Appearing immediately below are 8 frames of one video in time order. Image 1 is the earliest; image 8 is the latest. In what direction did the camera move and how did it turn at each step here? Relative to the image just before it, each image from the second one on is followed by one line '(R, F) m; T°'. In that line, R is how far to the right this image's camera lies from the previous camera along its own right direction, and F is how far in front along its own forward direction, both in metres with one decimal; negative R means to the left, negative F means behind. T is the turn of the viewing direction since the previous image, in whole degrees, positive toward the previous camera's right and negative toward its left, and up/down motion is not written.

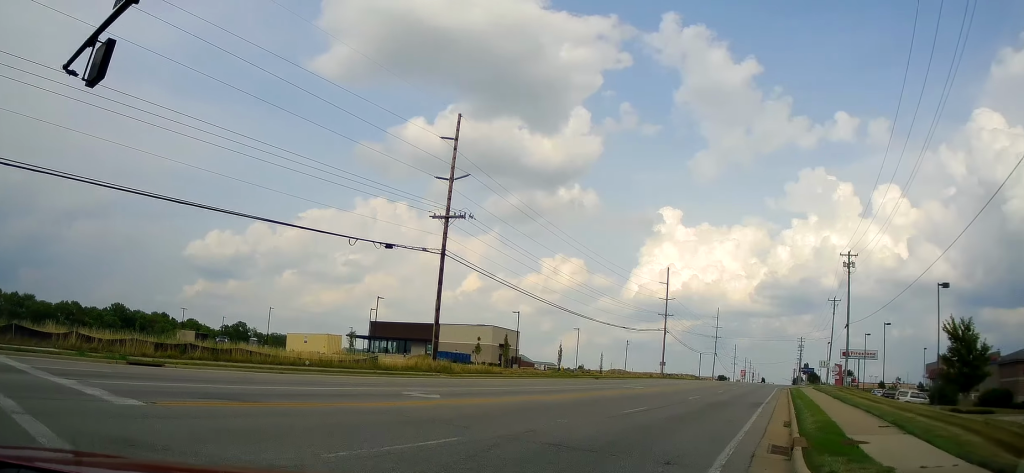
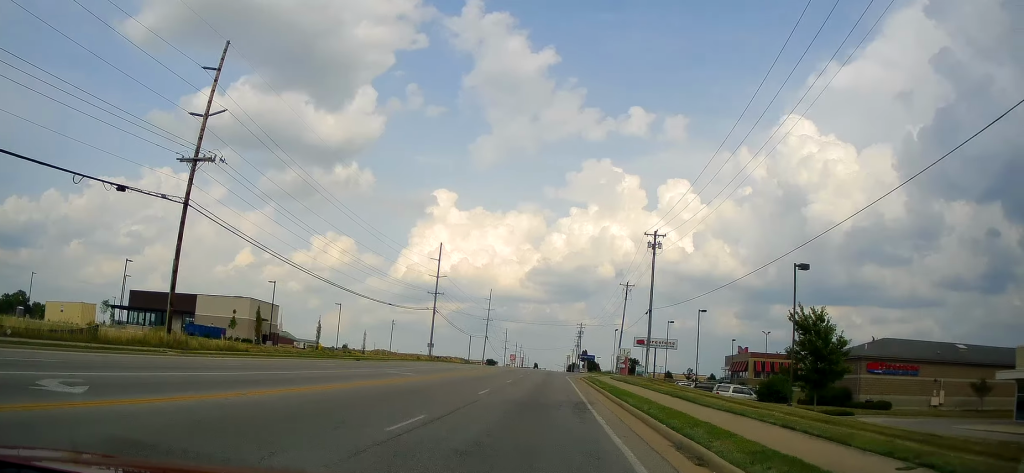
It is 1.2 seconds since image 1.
(+1.6, +6.6) m; +31°
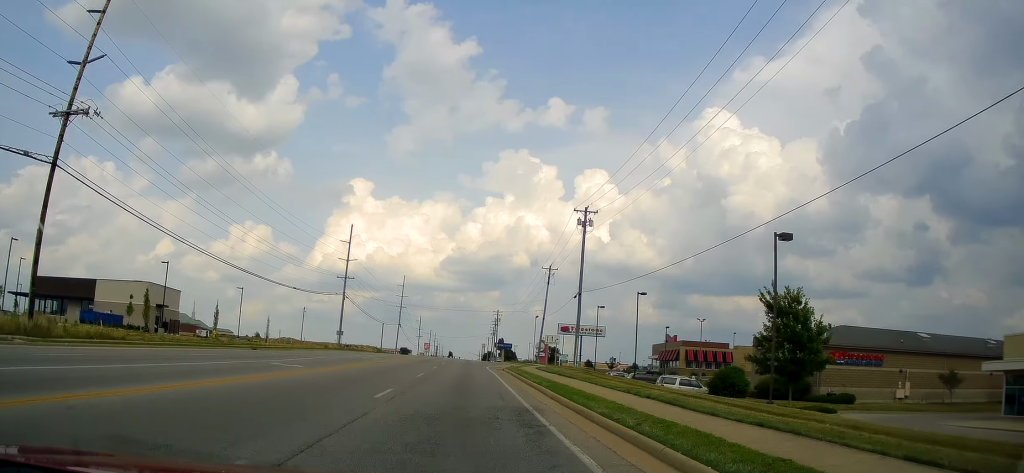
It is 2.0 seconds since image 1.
(+1.3, +5.2) m; +11°
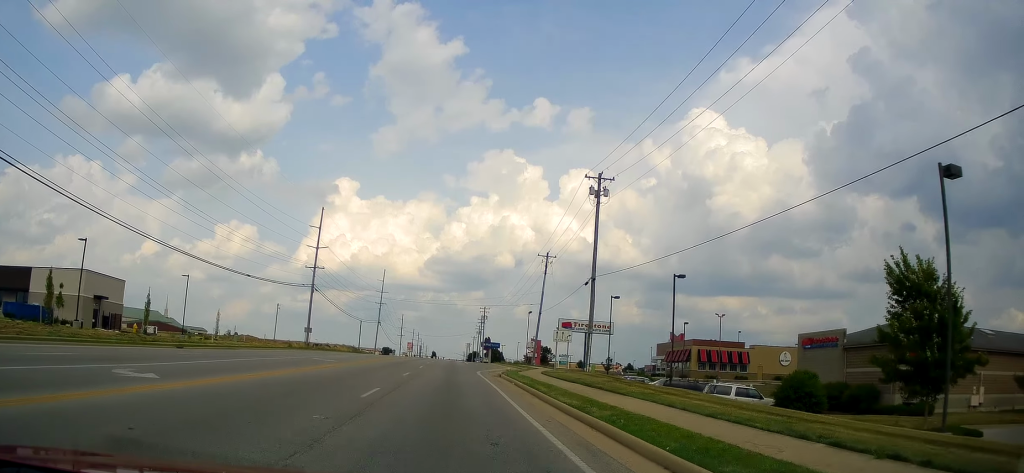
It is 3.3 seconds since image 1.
(+0.1, +9.2) m; 0°
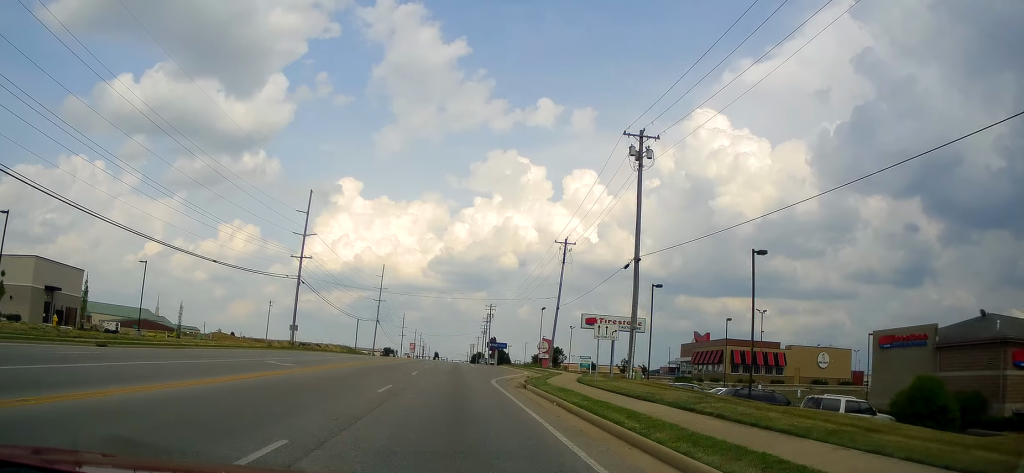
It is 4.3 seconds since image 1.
(-0.1, +8.3) m; -1°
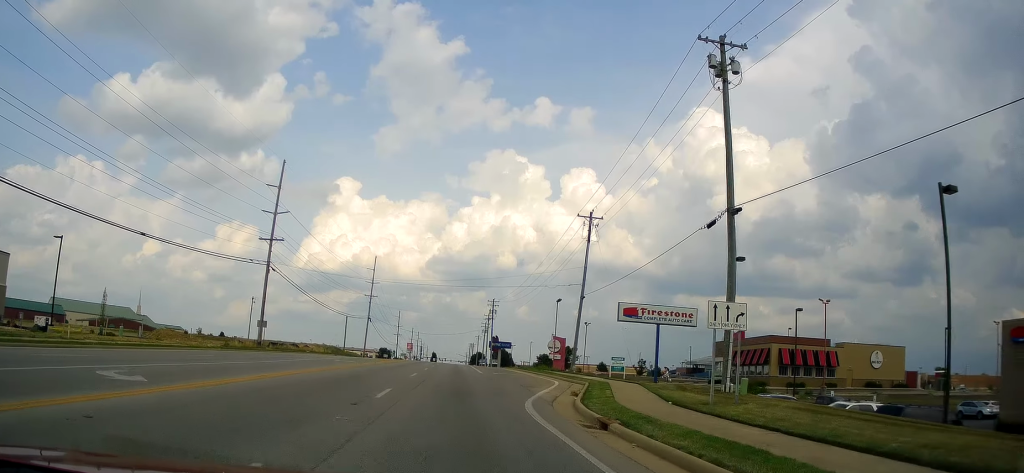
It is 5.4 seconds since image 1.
(-0.1, +11.6) m; -1°
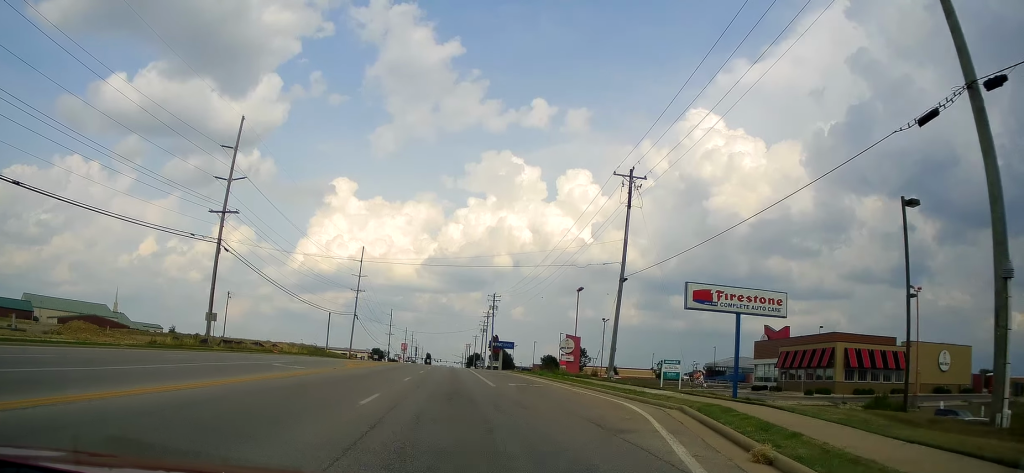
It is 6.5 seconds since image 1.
(-0.1, +12.7) m; +1°
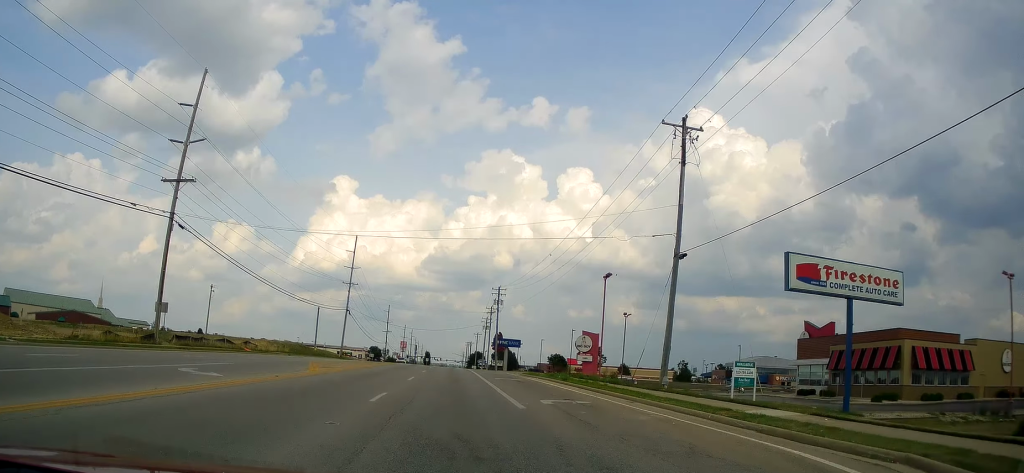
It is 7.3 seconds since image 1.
(0.0, +9.4) m; +1°
